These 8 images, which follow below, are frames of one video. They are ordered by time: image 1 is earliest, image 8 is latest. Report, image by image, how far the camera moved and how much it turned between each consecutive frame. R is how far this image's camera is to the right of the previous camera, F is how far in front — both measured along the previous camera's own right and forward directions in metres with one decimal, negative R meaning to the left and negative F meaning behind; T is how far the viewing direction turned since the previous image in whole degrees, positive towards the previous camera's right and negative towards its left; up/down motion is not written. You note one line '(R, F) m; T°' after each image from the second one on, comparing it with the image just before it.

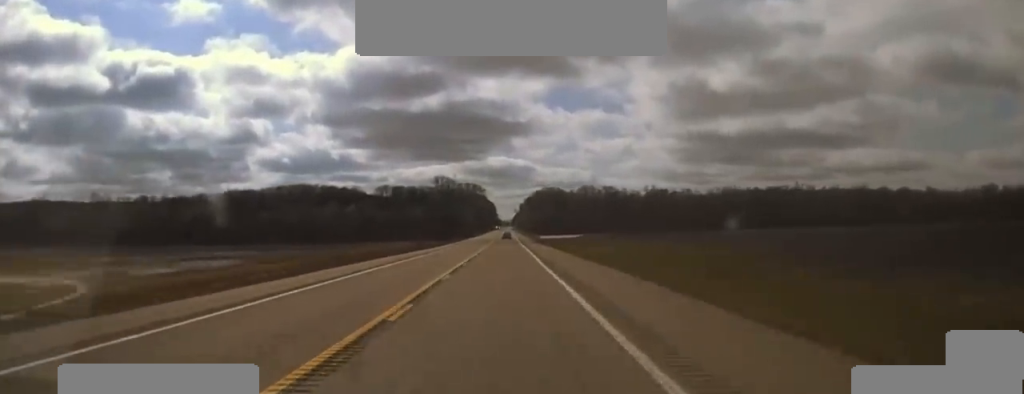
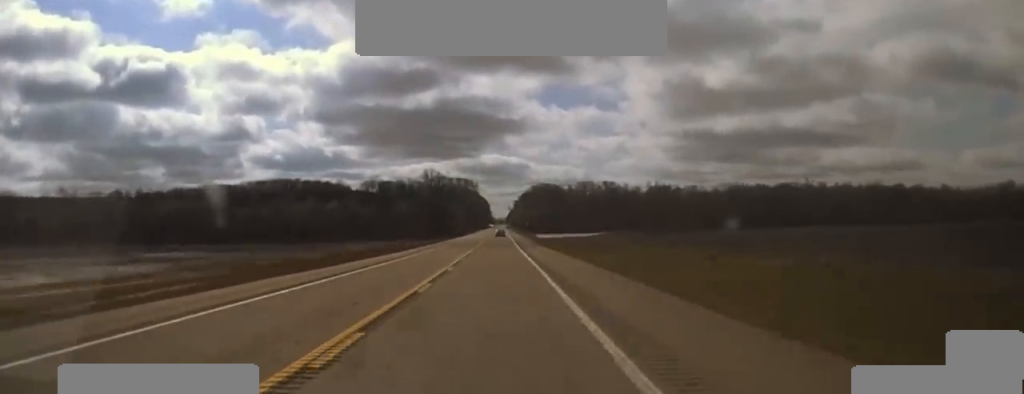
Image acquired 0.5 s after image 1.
(-0.1, +27.3) m; 0°
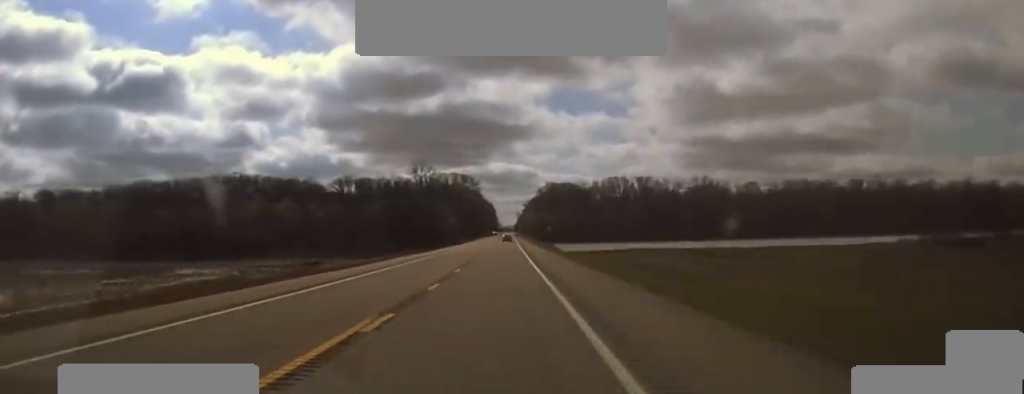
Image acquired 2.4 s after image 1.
(-0.1, +83.6) m; 0°
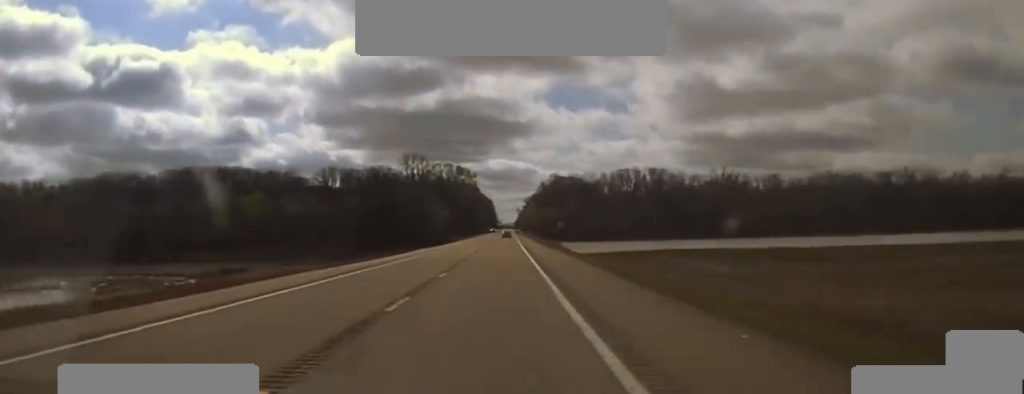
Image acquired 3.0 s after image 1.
(0.0, +32.0) m; 0°
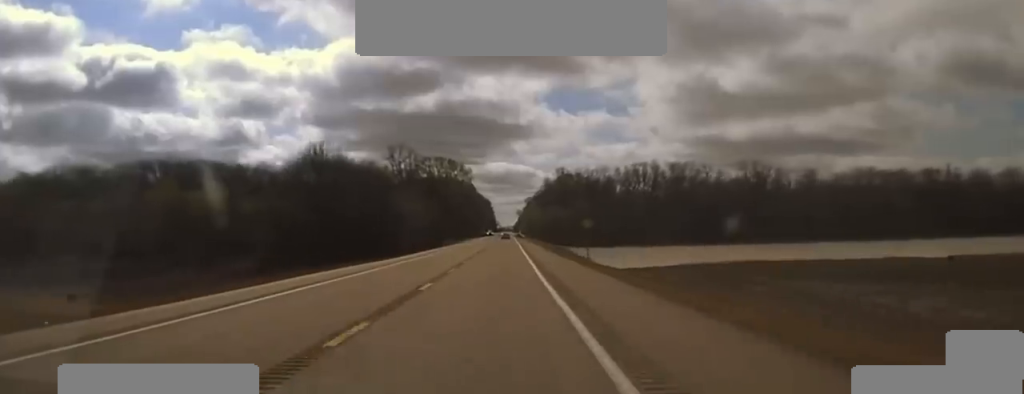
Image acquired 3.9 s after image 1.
(0.0, +45.0) m; 0°
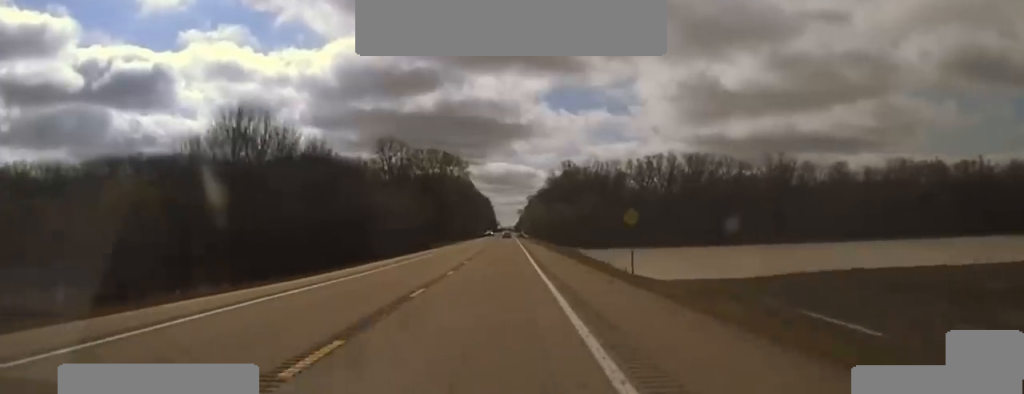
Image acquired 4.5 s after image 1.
(0.0, +30.2) m; 0°
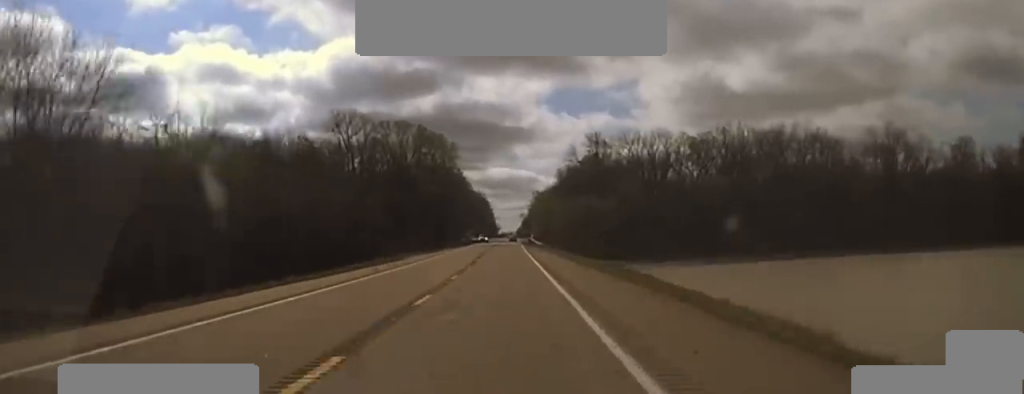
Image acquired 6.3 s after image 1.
(-0.5, +77.2) m; -1°
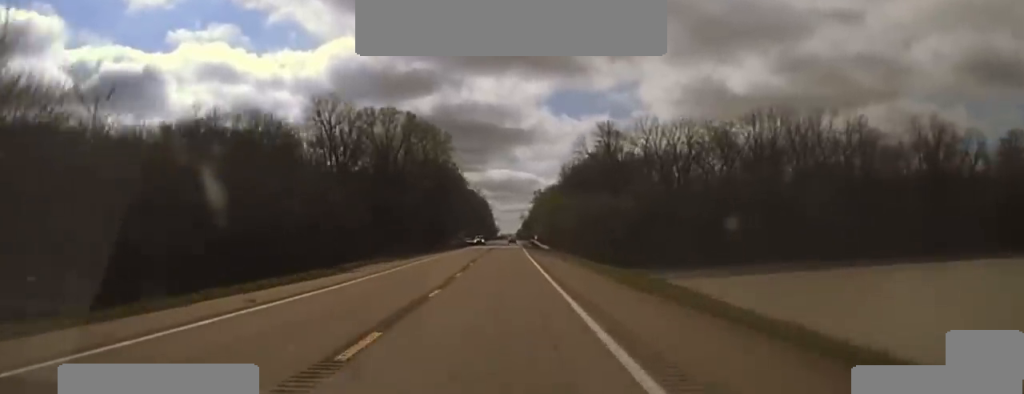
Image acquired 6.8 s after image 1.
(0.0, +20.6) m; 0°
